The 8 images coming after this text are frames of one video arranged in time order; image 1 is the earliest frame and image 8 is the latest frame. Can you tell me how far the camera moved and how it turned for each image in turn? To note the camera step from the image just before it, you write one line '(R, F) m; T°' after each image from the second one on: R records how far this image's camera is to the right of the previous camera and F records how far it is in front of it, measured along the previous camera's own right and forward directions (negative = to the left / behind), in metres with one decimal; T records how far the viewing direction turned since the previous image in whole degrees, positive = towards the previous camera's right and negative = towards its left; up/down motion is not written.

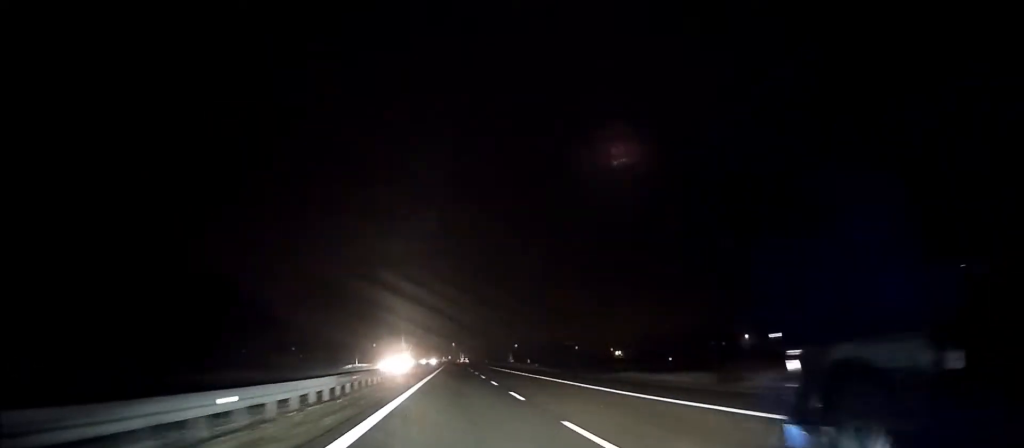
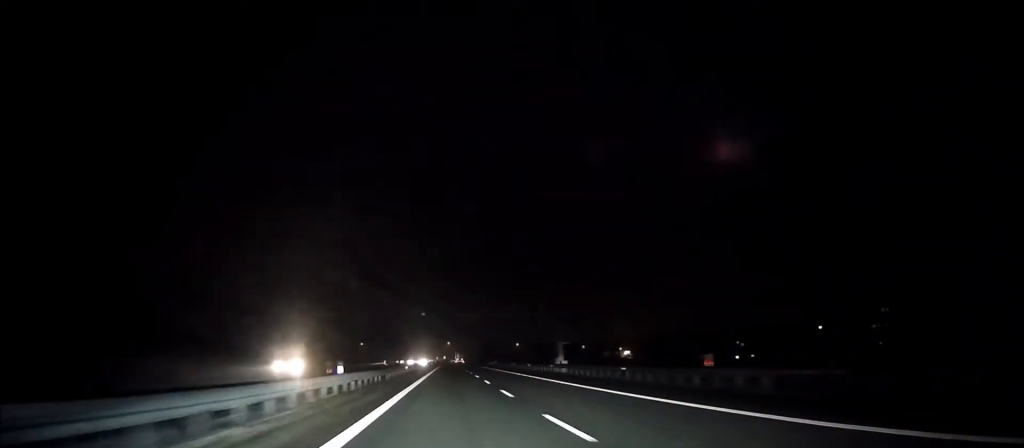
(+0.2, +54.6) m; 0°
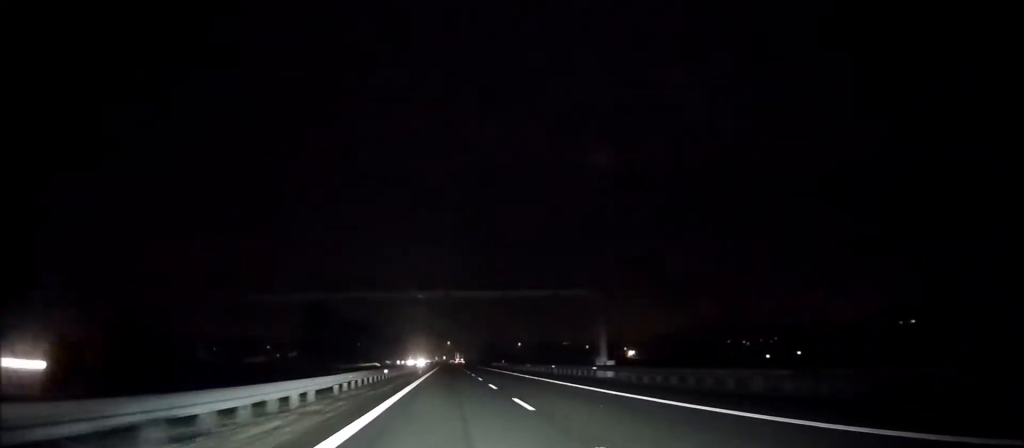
(+0.1, +14.5) m; 0°
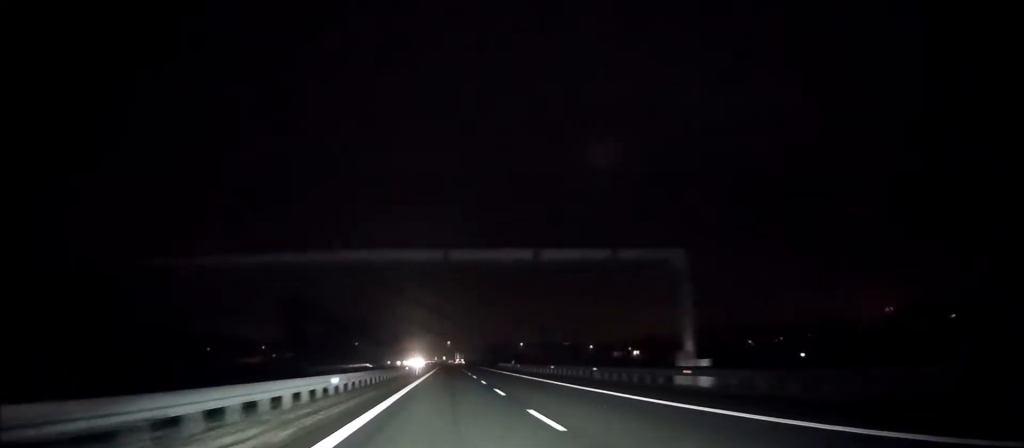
(0.0, +13.3) m; 0°
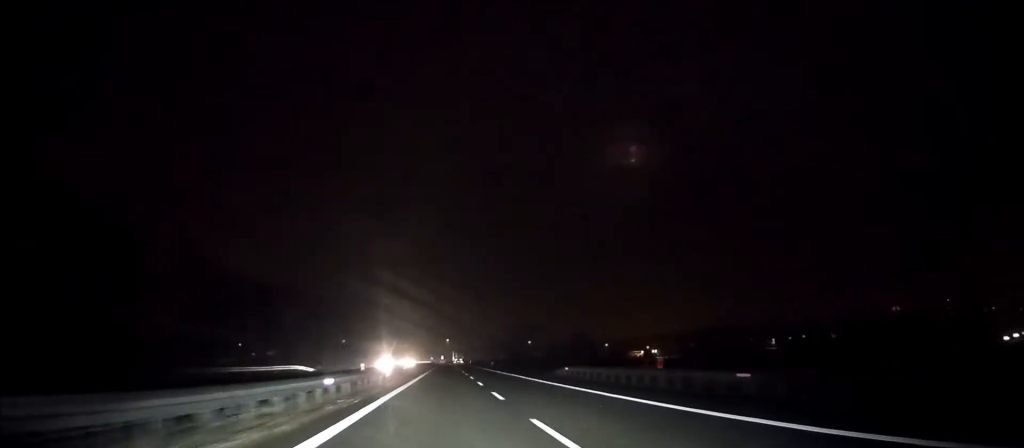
(-0.1, +45.2) m; 0°
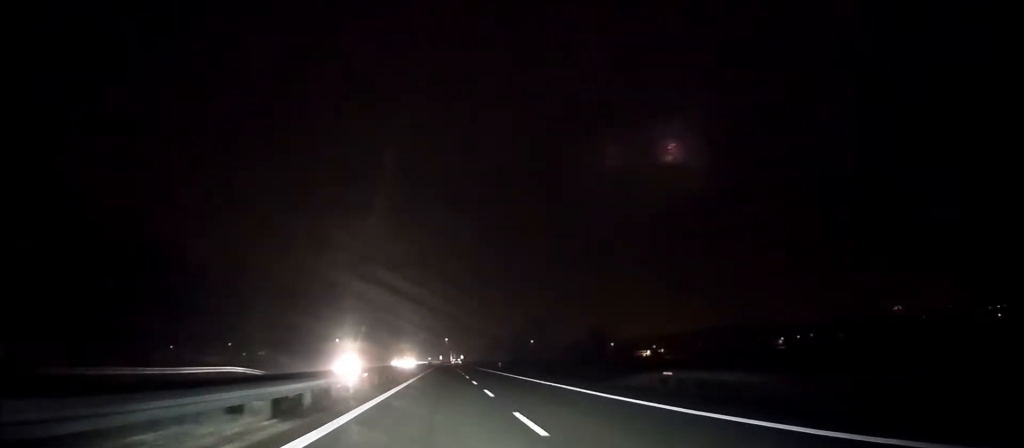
(0.0, +18.0) m; 0°
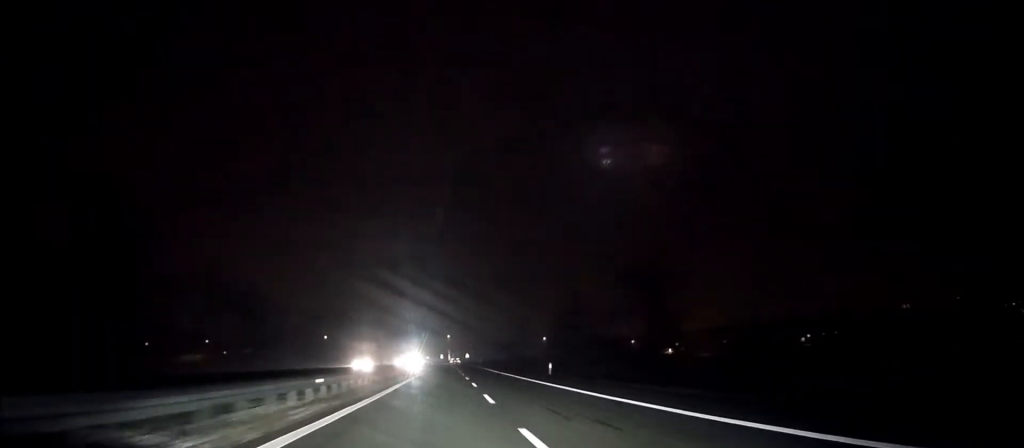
(+0.2, +47.2) m; 0°
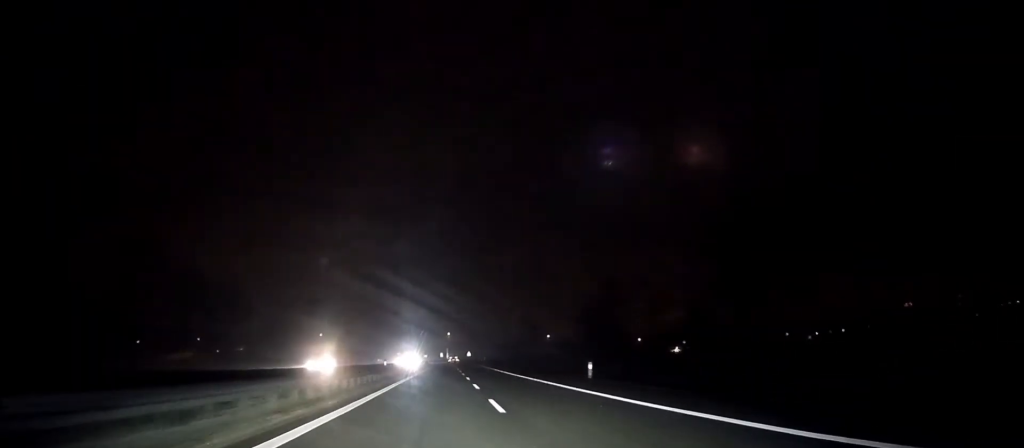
(0.0, +15.3) m; 0°
